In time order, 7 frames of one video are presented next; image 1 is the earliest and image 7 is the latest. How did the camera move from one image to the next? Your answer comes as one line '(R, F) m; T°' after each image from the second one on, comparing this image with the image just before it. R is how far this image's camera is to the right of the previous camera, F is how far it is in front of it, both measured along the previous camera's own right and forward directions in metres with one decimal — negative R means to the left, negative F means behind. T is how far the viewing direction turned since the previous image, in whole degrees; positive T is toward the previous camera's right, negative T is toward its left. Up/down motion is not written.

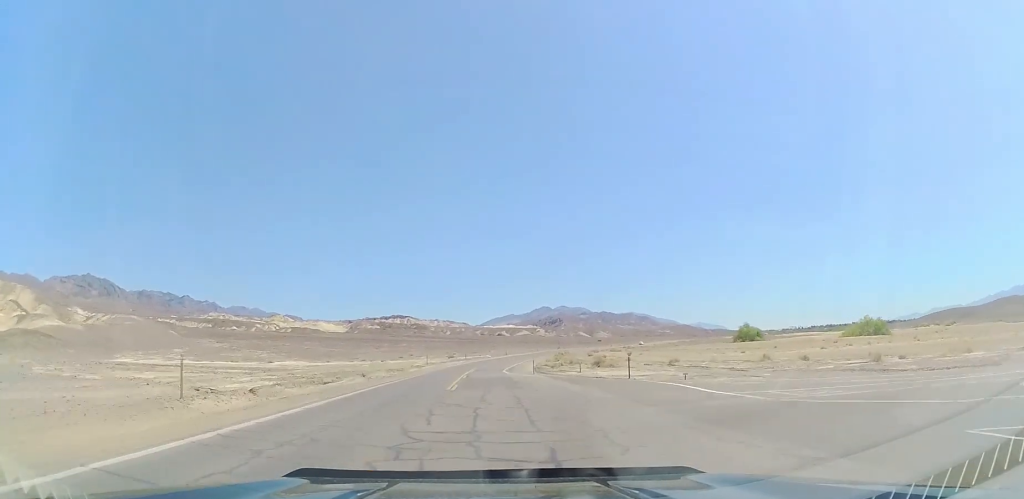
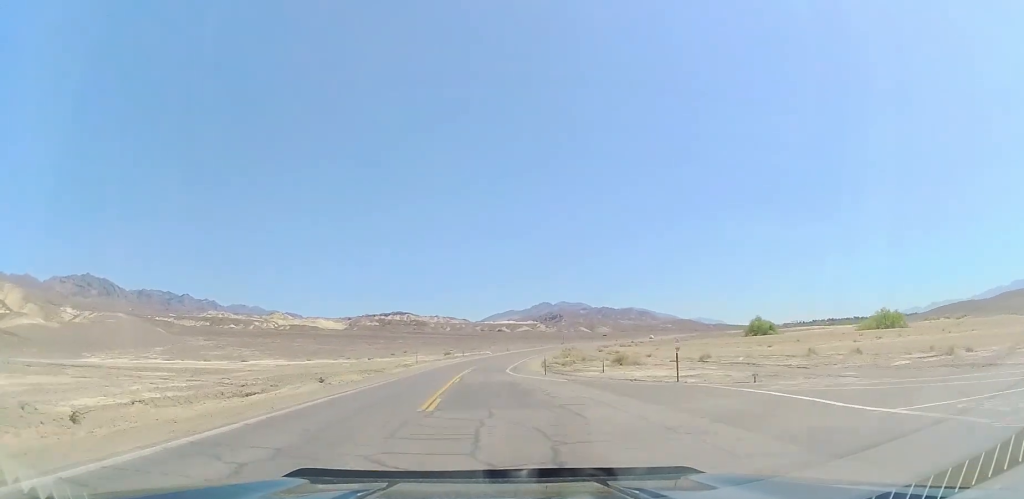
(+0.2, +10.0) m; 0°
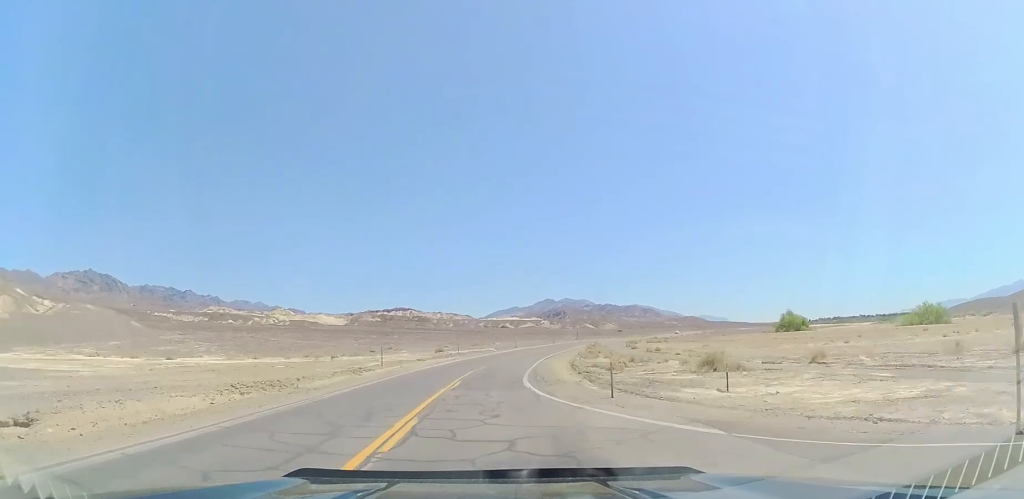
(+0.3, +20.8) m; 0°
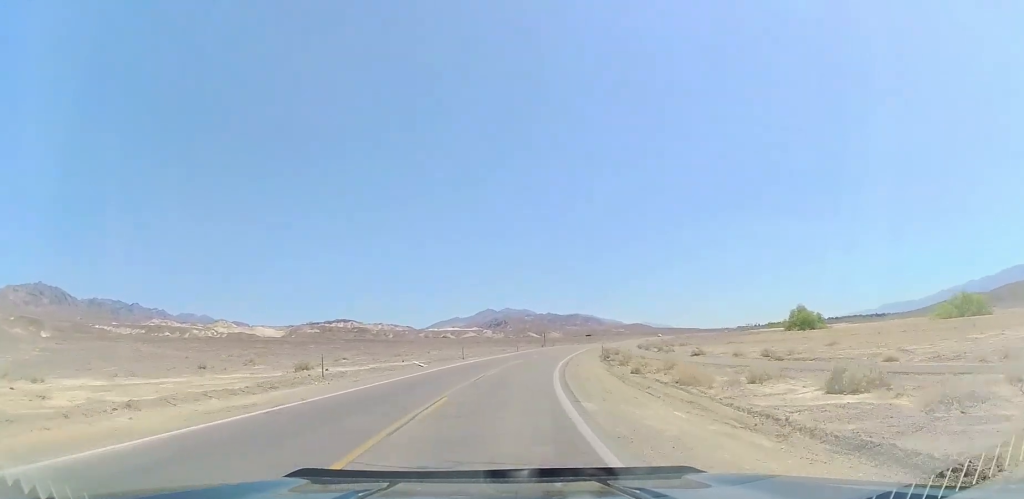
(-0.4, +39.5) m; +1°
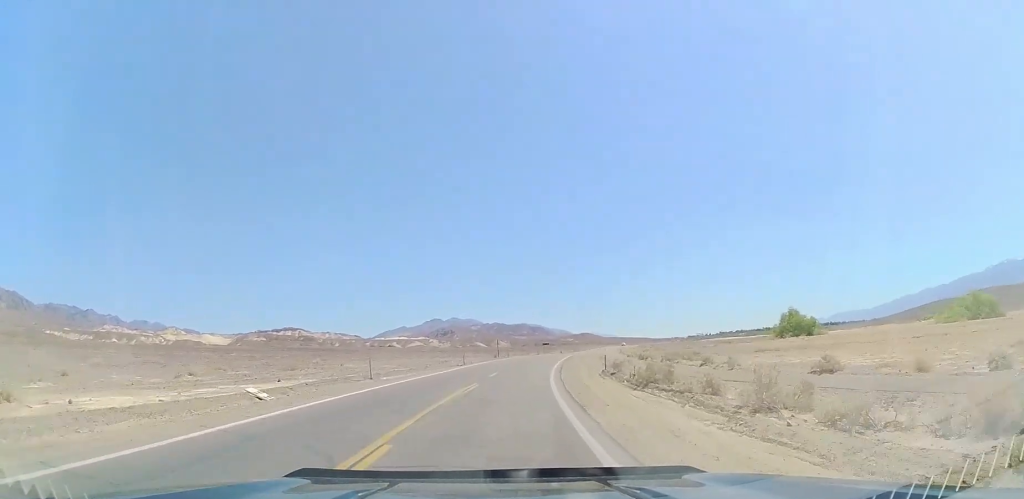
(+0.5, +22.2) m; +5°
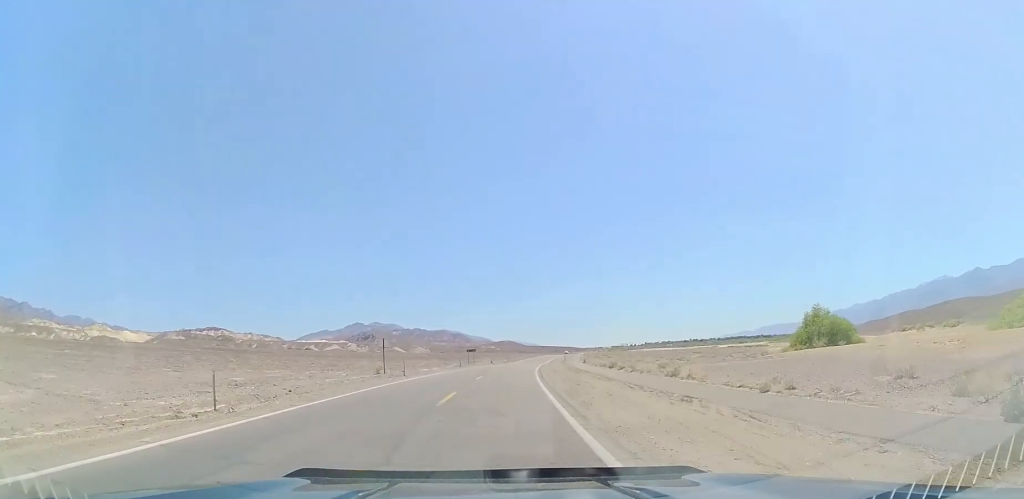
(+4.7, +42.4) m; +10°
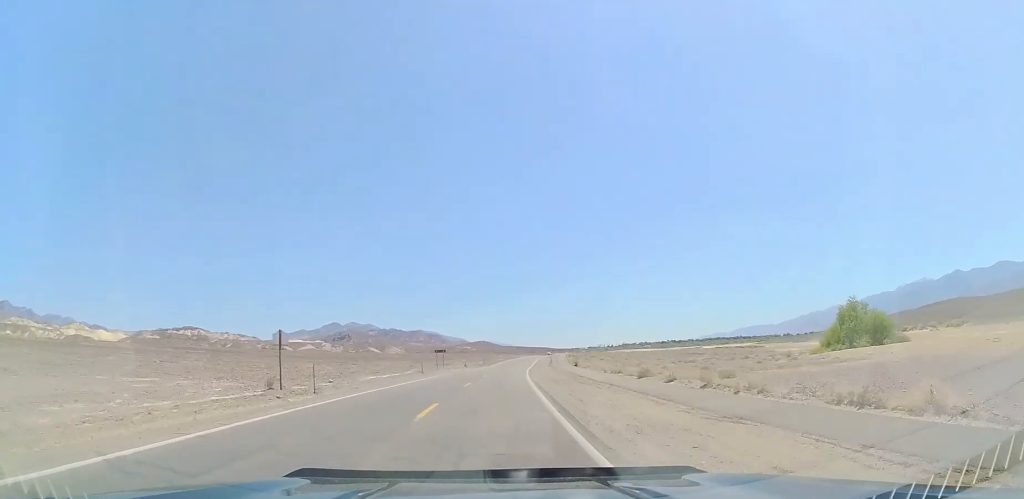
(-0.4, +17.9) m; +3°
